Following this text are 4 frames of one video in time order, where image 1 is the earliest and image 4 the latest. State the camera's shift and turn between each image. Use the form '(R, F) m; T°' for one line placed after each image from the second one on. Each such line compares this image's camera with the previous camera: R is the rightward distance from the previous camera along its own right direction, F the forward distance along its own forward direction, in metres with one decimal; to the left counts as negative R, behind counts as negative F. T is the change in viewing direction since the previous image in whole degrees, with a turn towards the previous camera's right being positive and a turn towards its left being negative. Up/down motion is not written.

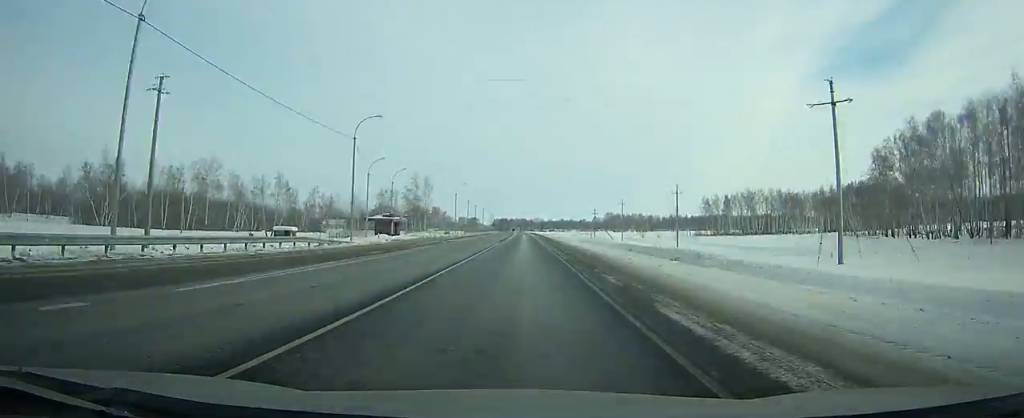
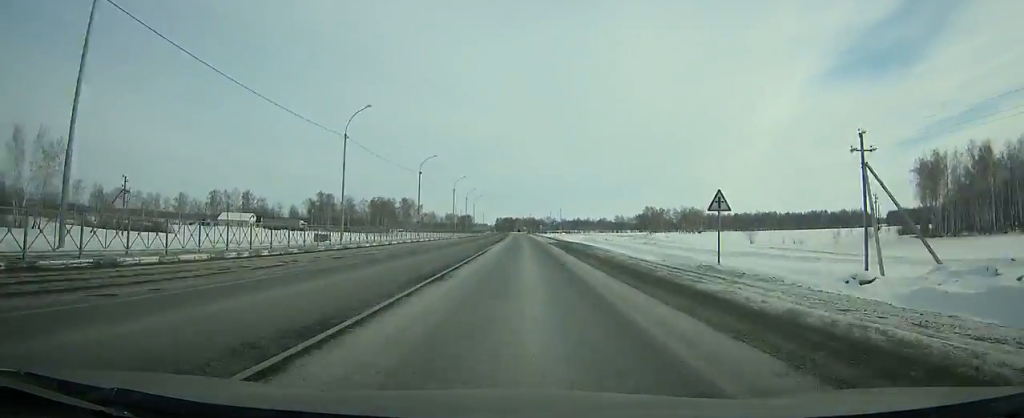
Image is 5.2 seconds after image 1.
(-0.9, +136.7) m; -1°
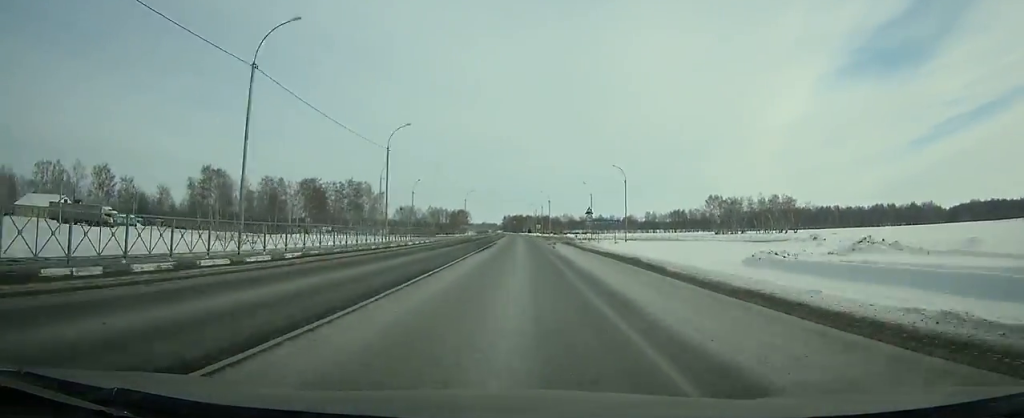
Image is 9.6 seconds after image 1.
(-0.4, +110.7) m; -1°
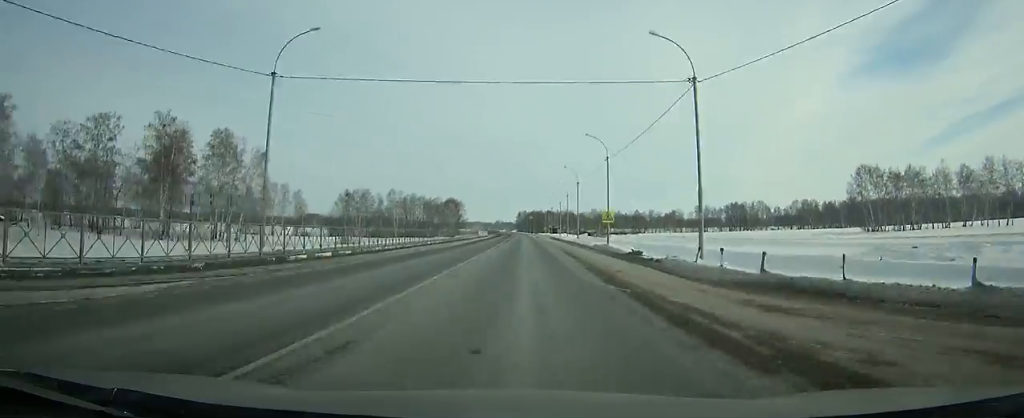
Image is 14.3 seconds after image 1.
(-2.0, +113.6) m; -2°
